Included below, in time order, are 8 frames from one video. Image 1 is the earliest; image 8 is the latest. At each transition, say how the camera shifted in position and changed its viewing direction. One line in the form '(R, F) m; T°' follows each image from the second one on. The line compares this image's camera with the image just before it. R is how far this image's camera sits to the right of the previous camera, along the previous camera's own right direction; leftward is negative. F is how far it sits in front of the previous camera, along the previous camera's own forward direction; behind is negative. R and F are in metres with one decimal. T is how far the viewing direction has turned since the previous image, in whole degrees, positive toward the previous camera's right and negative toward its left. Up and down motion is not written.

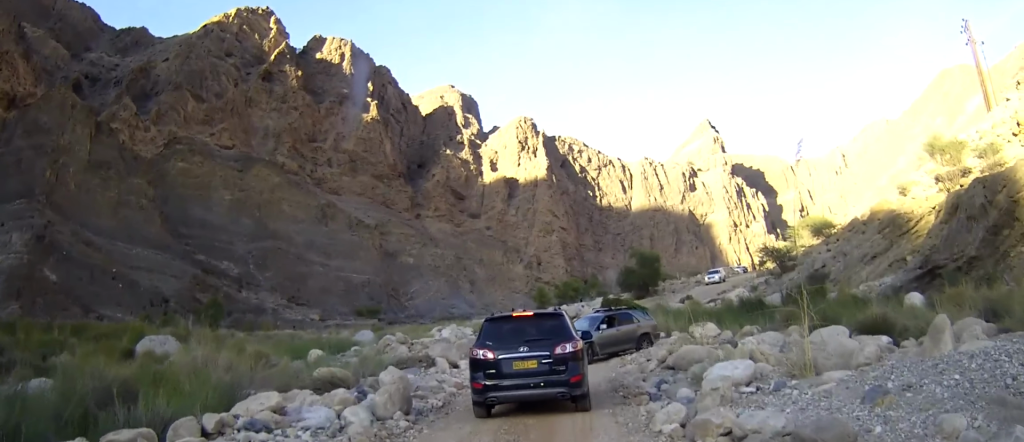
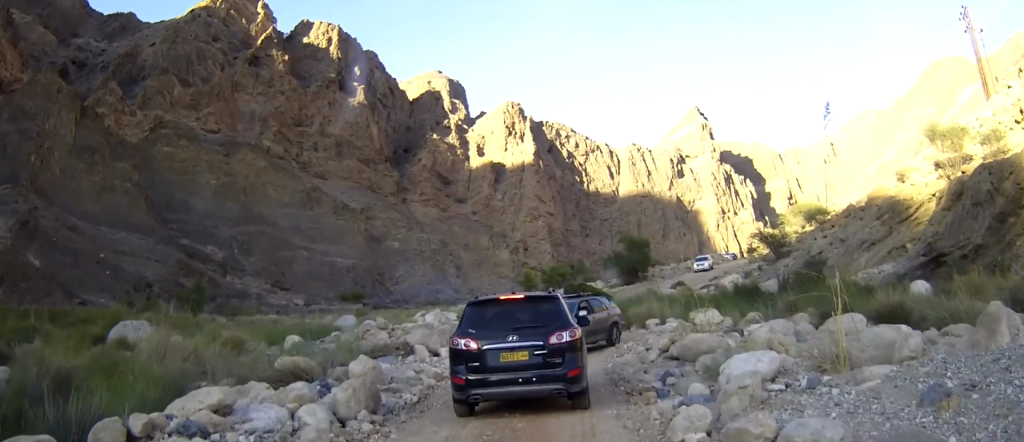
(0.0, +1.0) m; 0°
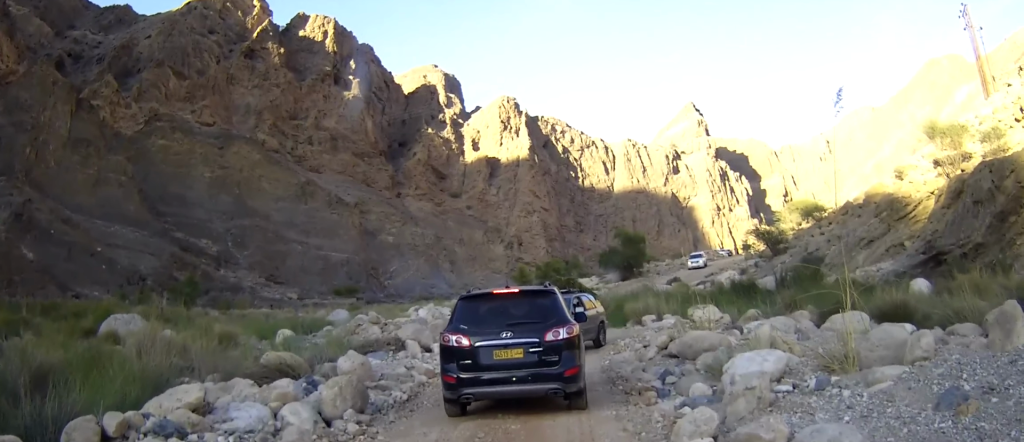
(0.0, +0.8) m; 0°
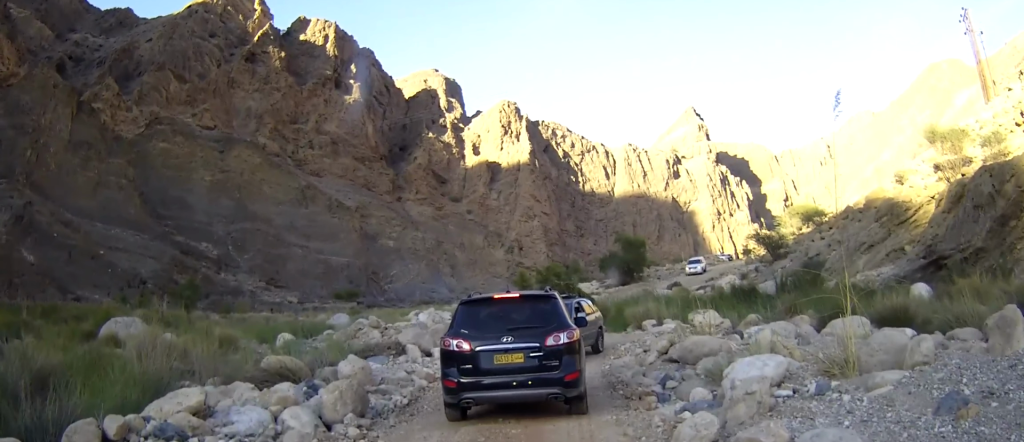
(0.0, +0.4) m; 0°
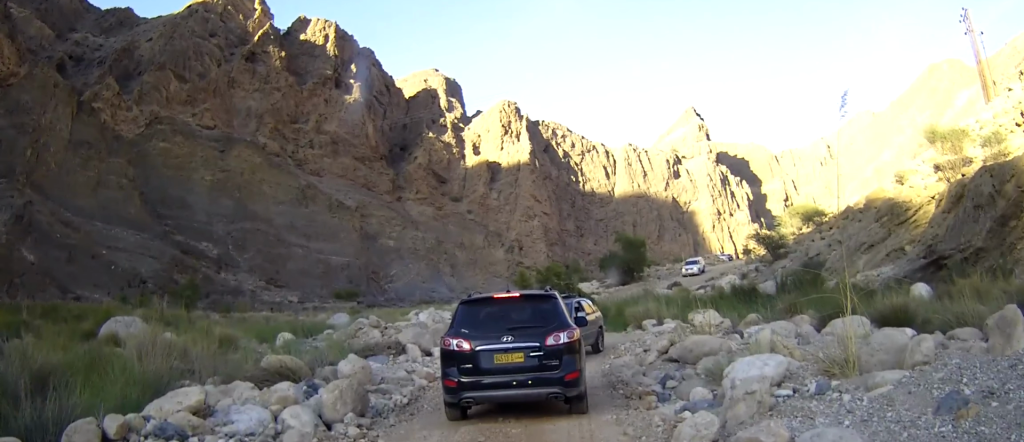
(0.0, +0.2) m; 0°
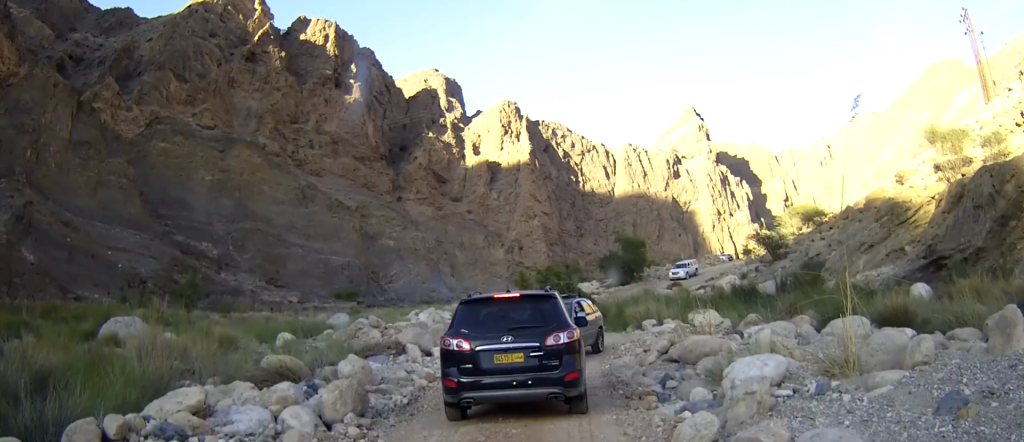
(0.0, +0.3) m; 0°
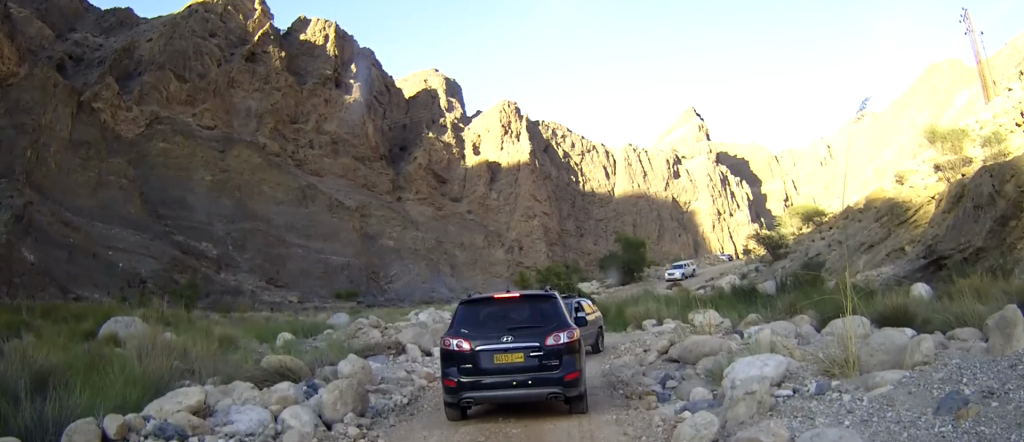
(0.0, 0.0) m; 0°
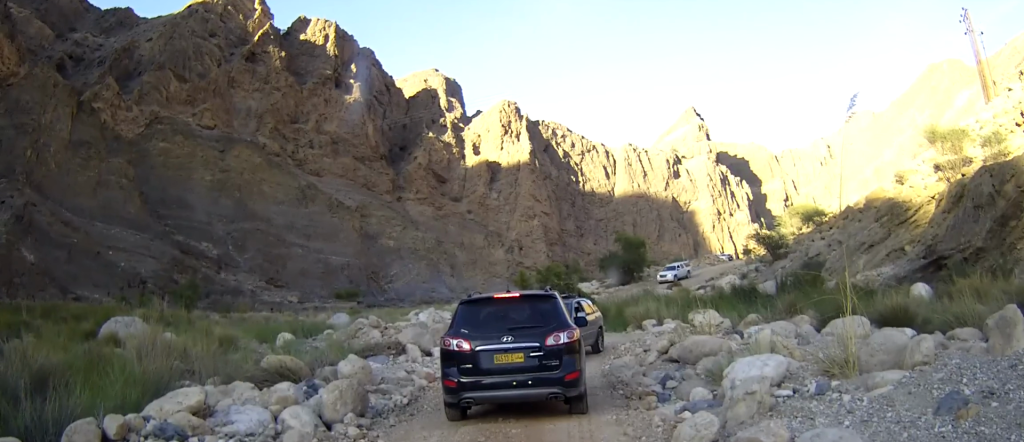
(0.0, 0.0) m; 0°
